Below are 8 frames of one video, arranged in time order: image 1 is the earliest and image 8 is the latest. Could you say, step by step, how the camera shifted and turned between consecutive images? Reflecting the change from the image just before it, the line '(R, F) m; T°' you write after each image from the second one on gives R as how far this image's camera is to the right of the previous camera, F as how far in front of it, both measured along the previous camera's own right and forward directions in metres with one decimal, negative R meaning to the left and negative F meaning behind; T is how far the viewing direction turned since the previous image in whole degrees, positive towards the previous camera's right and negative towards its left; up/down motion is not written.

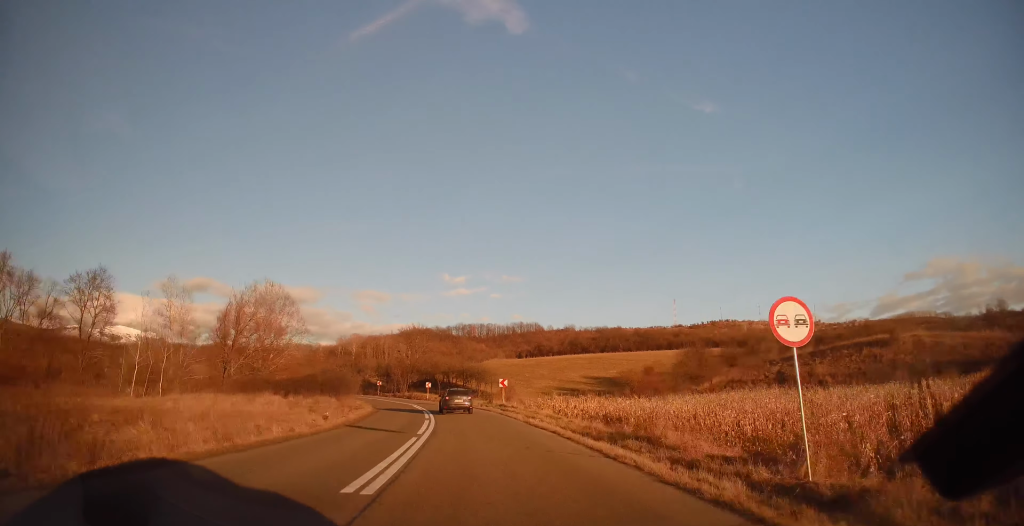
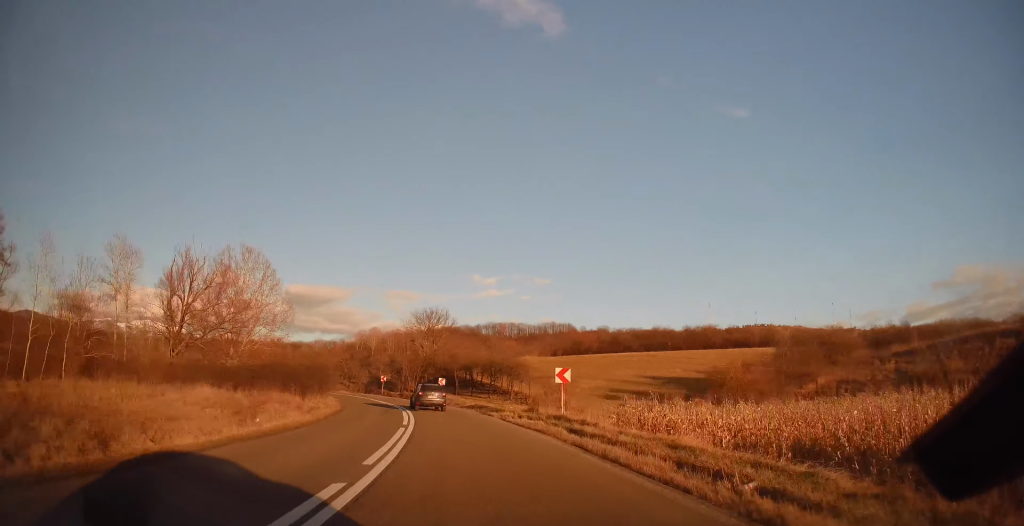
(-0.1, +19.9) m; -2°
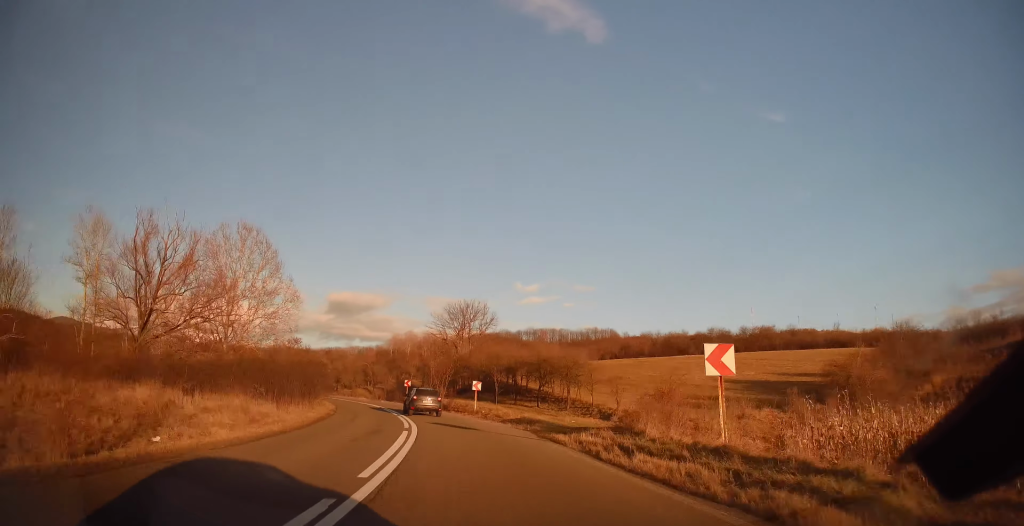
(-0.2, +12.4) m; -5°
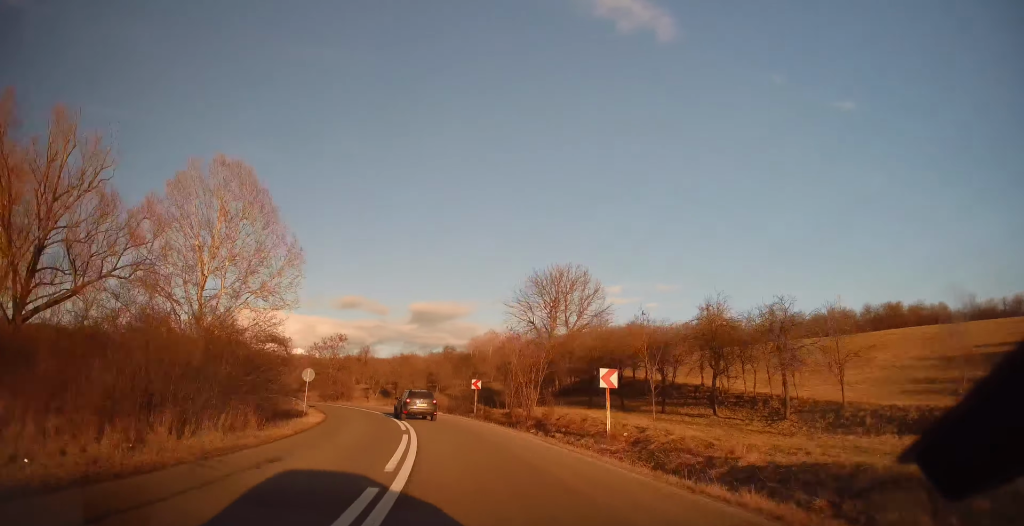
(-2.2, +21.1) m; -11°
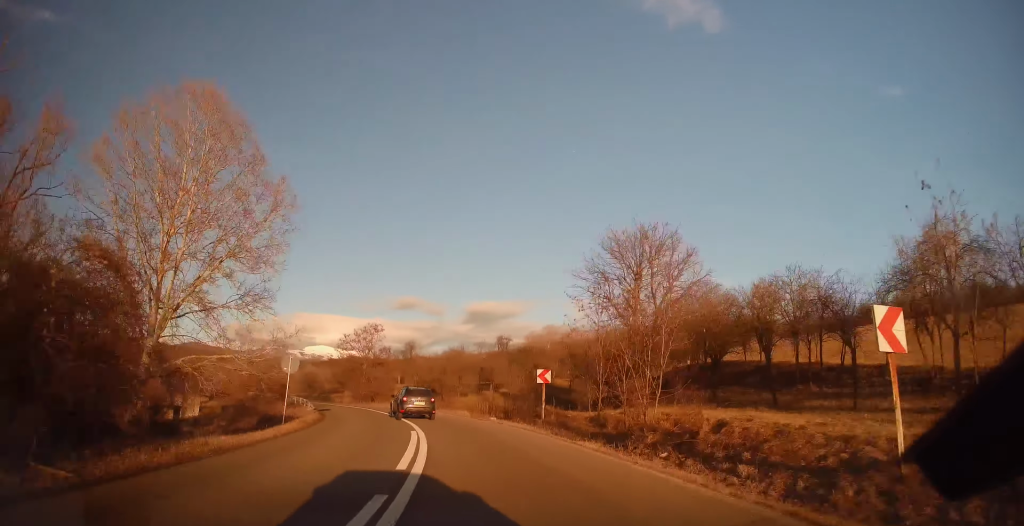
(-0.7, +11.4) m; -5°
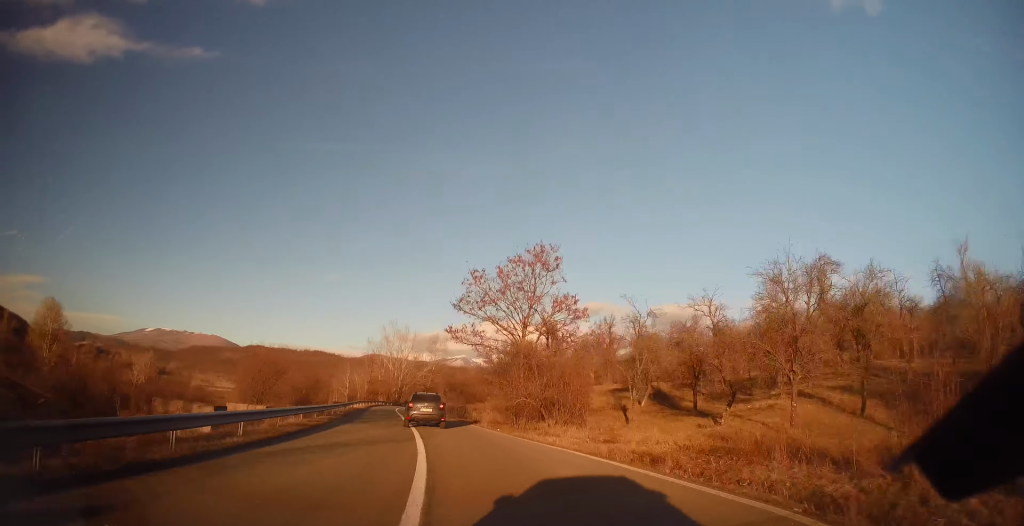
(-5.5, +35.7) m; -18°
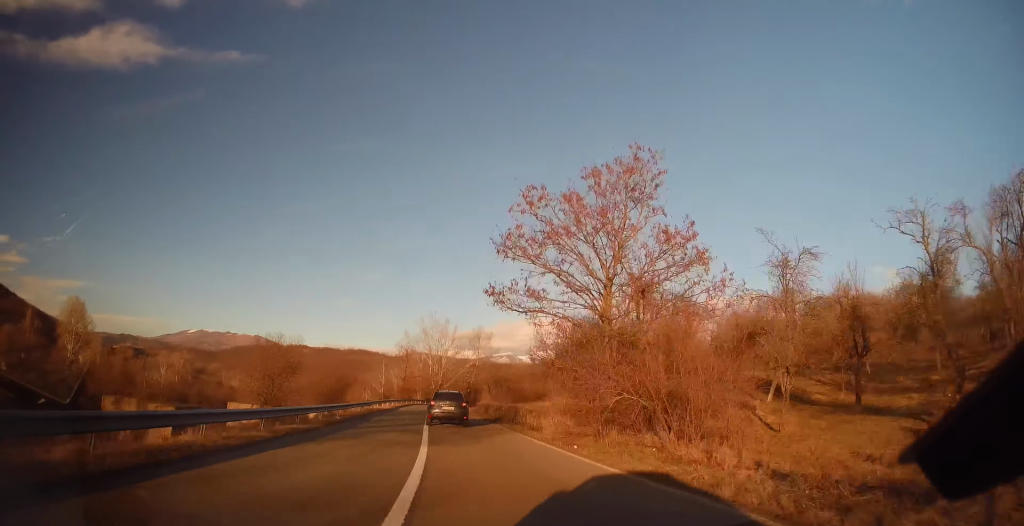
(-0.6, +11.1) m; -5°
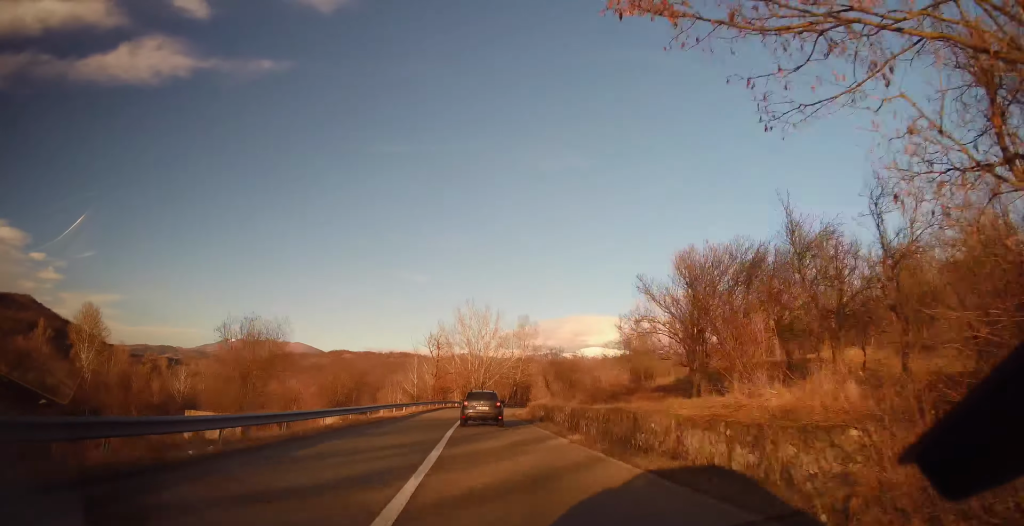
(-0.5, +15.9) m; -2°
